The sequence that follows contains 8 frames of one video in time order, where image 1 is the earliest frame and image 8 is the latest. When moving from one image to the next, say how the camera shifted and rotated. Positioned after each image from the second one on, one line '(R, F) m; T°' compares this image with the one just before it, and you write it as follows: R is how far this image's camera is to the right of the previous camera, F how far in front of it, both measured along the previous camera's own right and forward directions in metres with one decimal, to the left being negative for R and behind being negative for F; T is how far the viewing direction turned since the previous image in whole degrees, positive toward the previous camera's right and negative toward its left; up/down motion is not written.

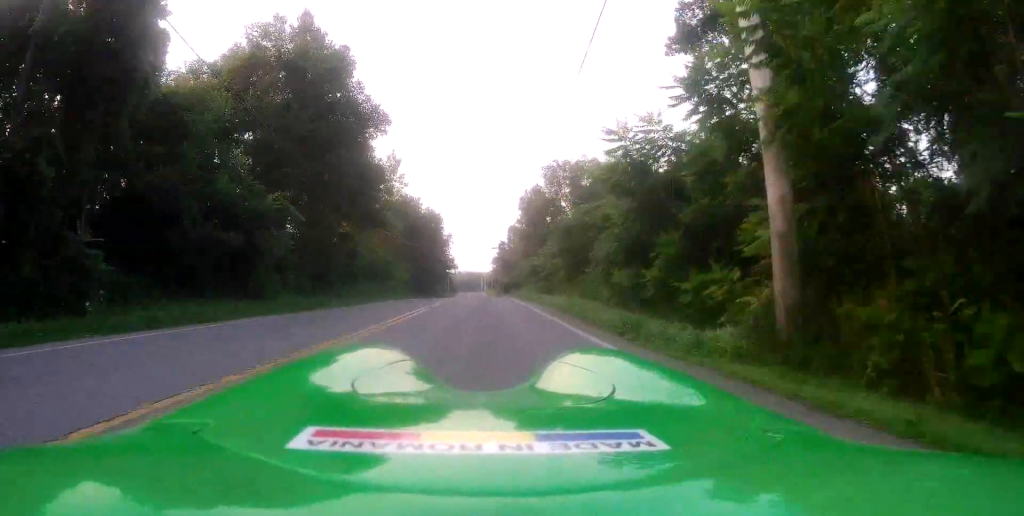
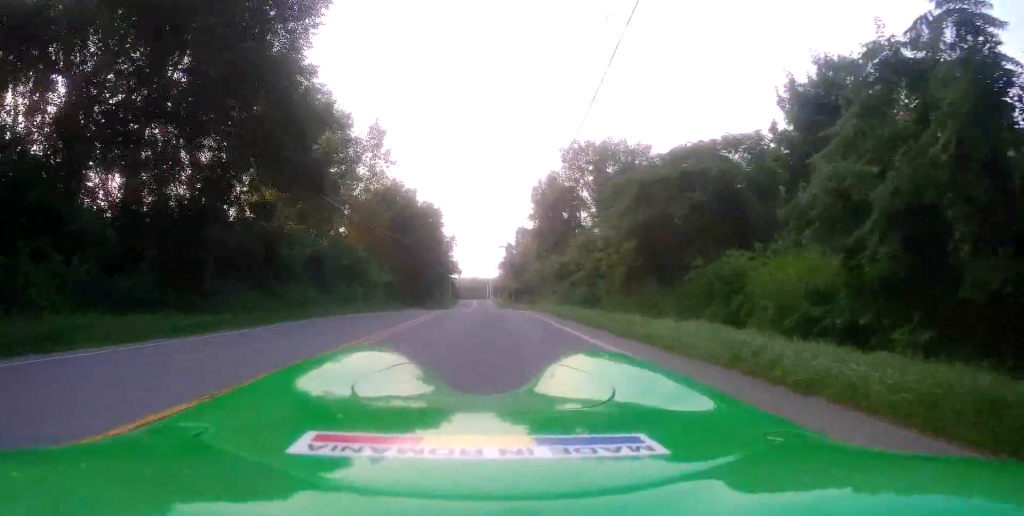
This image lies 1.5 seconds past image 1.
(-0.2, +17.0) m; 0°
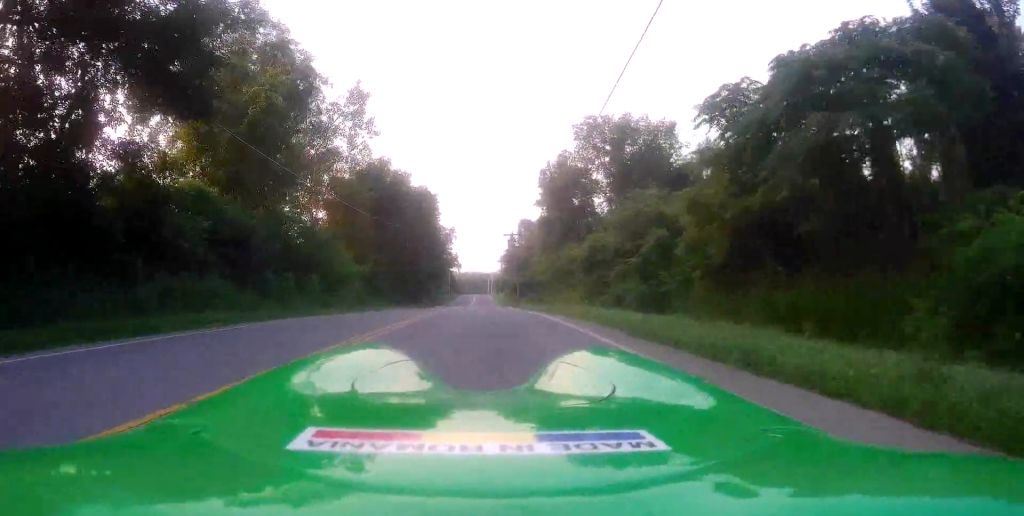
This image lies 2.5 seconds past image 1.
(0.0, +10.6) m; -1°
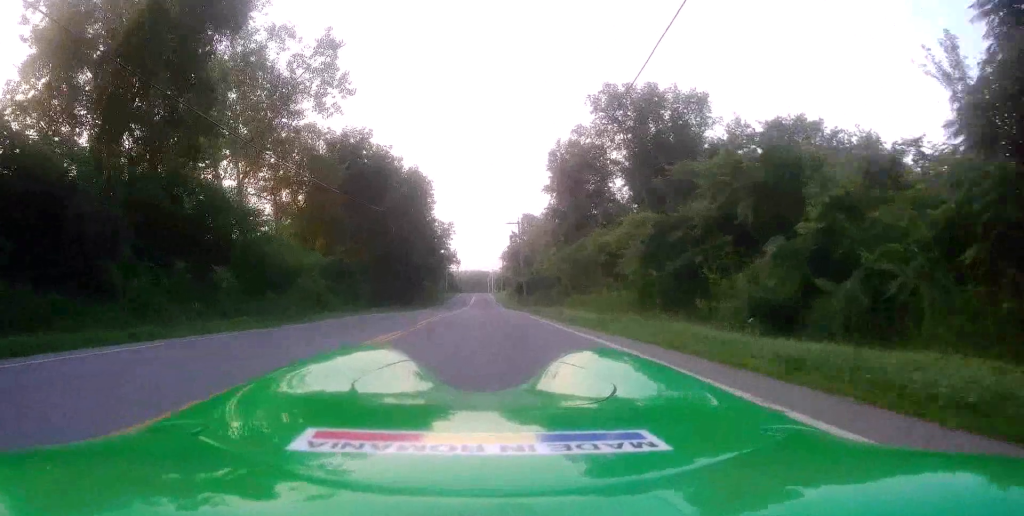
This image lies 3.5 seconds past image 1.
(-0.2, +11.0) m; -2°
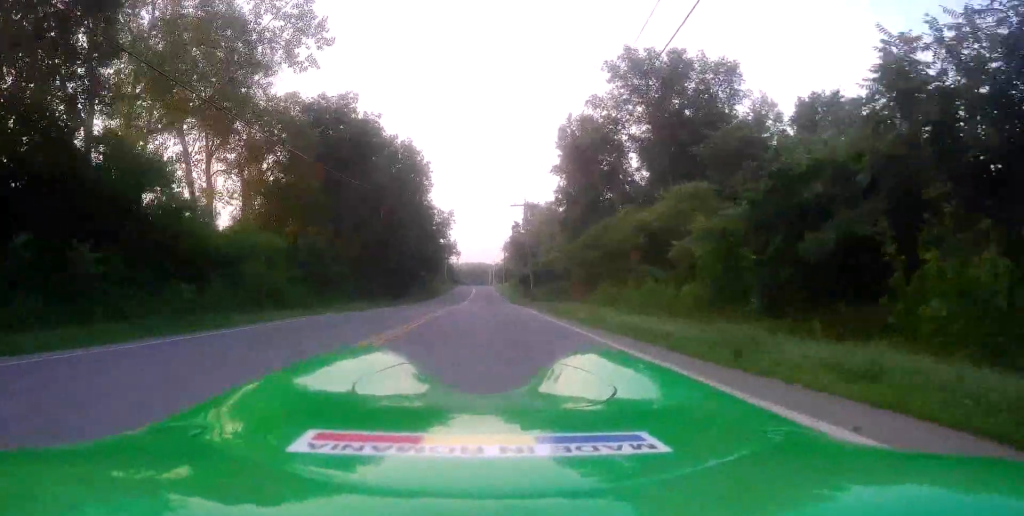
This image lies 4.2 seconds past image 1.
(-0.1, +7.4) m; 0°
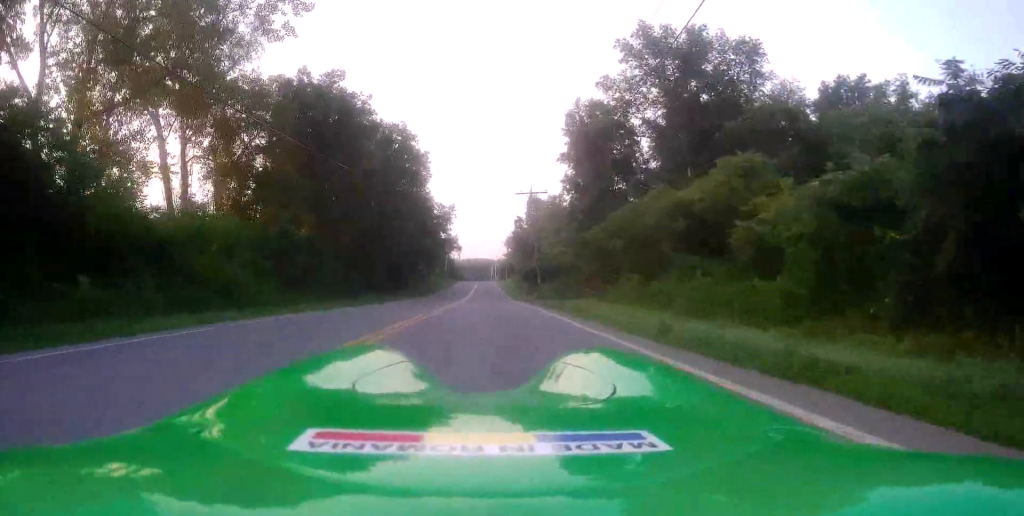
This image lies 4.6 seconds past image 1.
(0.0, +5.1) m; 0°
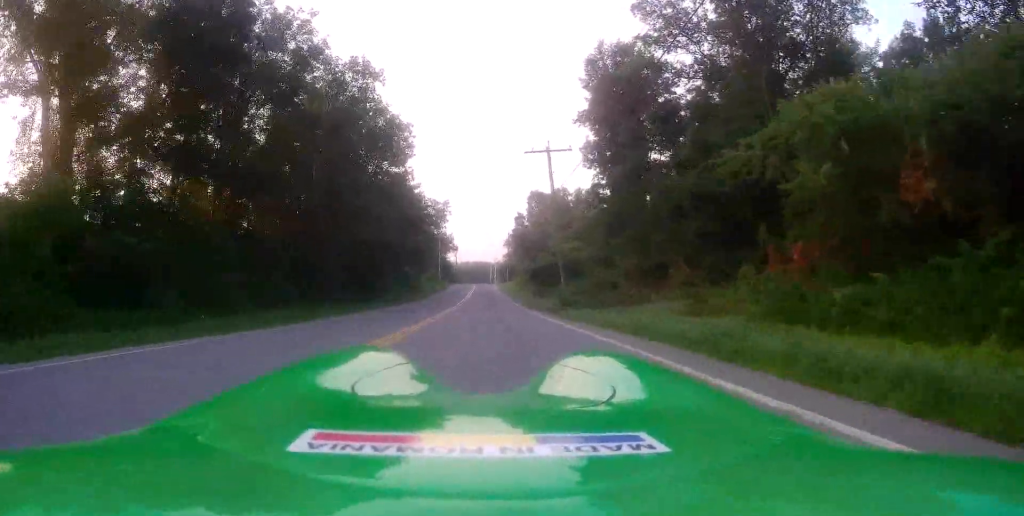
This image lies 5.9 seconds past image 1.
(0.0, +14.7) m; 0°
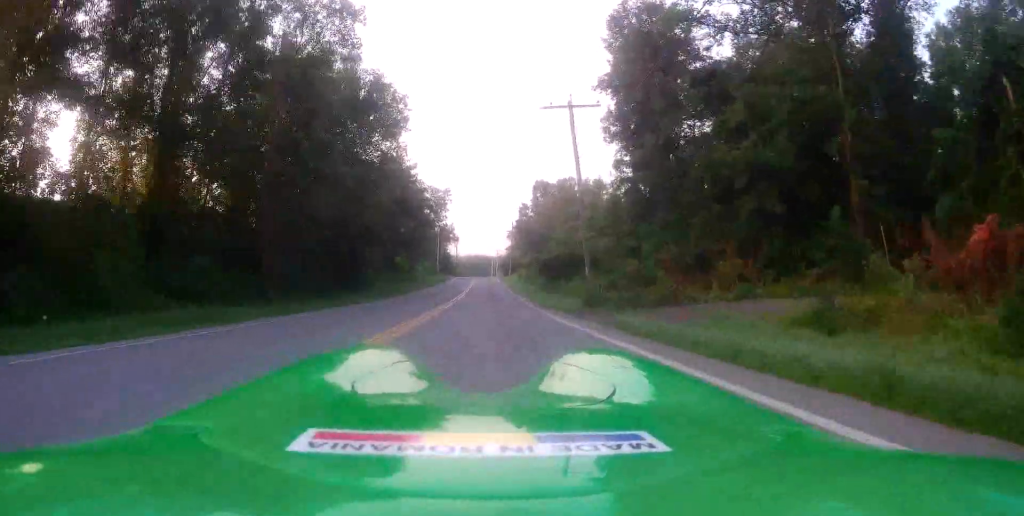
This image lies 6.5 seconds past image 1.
(0.0, +6.7) m; 0°
